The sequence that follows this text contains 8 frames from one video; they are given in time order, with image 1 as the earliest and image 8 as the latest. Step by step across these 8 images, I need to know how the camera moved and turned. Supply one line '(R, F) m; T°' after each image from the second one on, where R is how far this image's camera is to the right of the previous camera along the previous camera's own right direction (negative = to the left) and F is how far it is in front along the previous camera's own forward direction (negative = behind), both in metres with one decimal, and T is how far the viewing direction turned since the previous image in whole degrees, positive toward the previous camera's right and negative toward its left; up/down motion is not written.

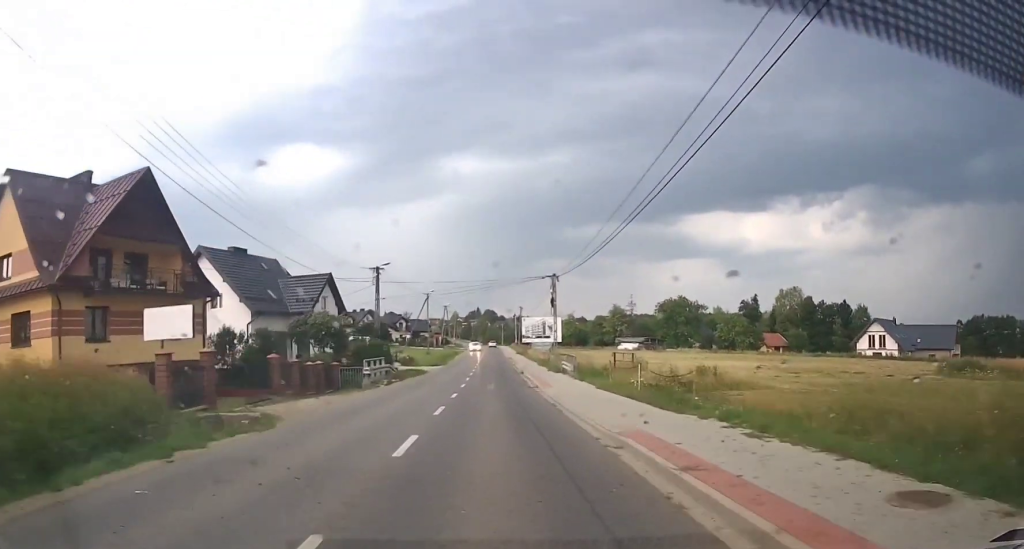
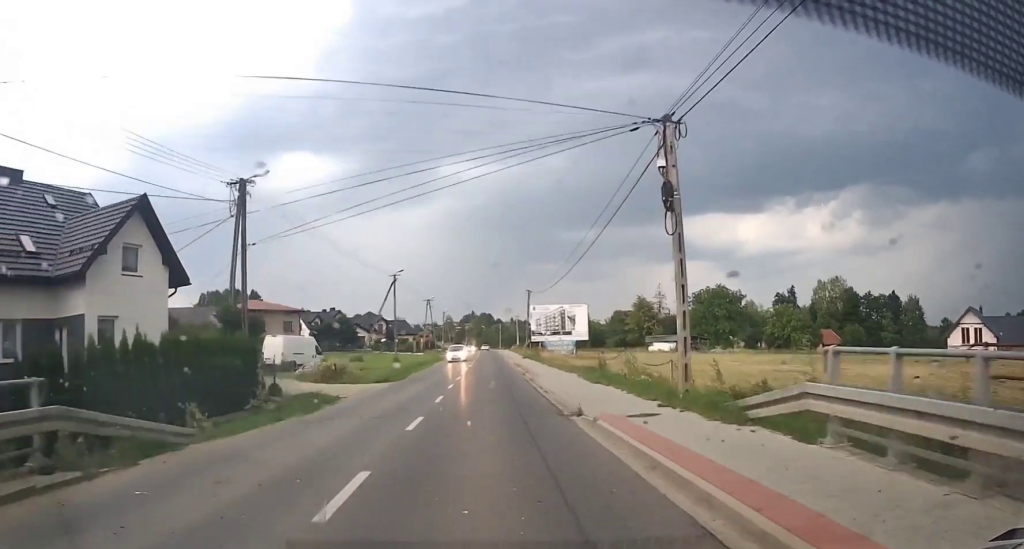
(-0.3, +23.9) m; -1°
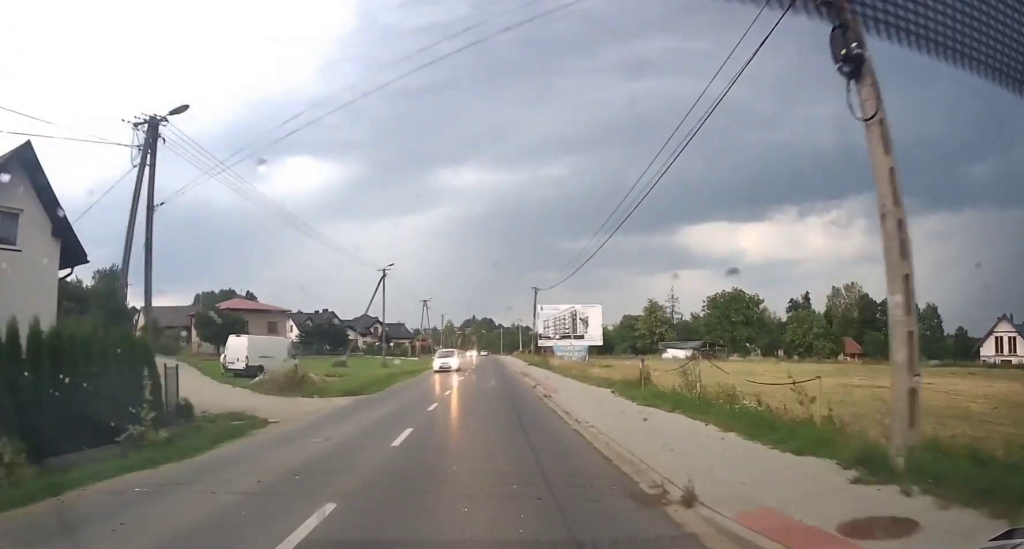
(-0.1, +6.0) m; 0°
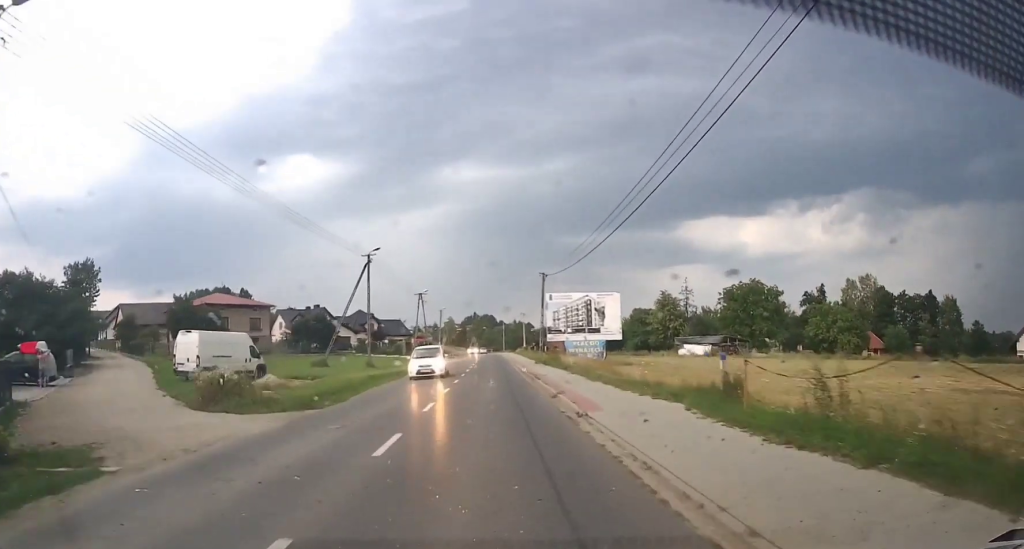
(+0.1, +6.4) m; 0°
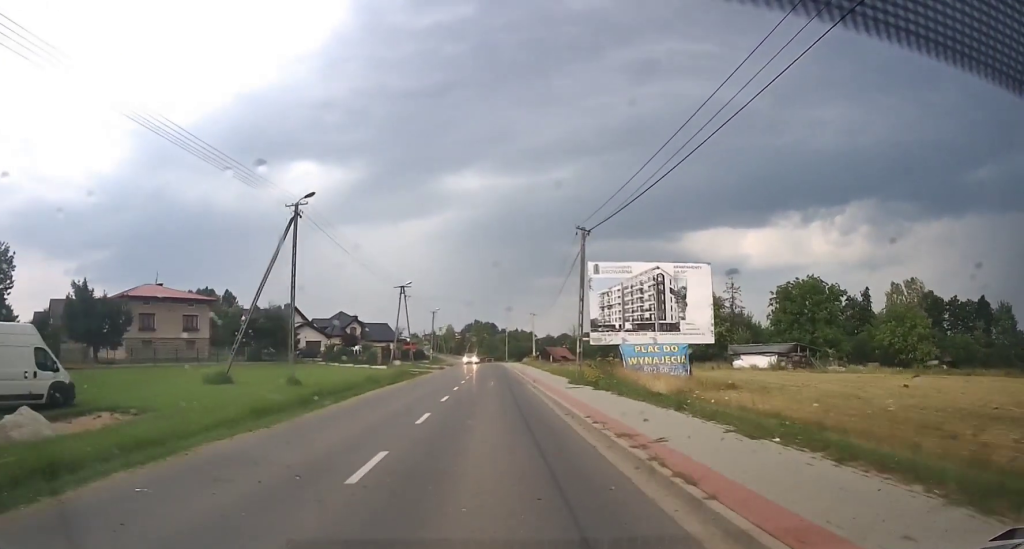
(+0.1, +17.7) m; 0°
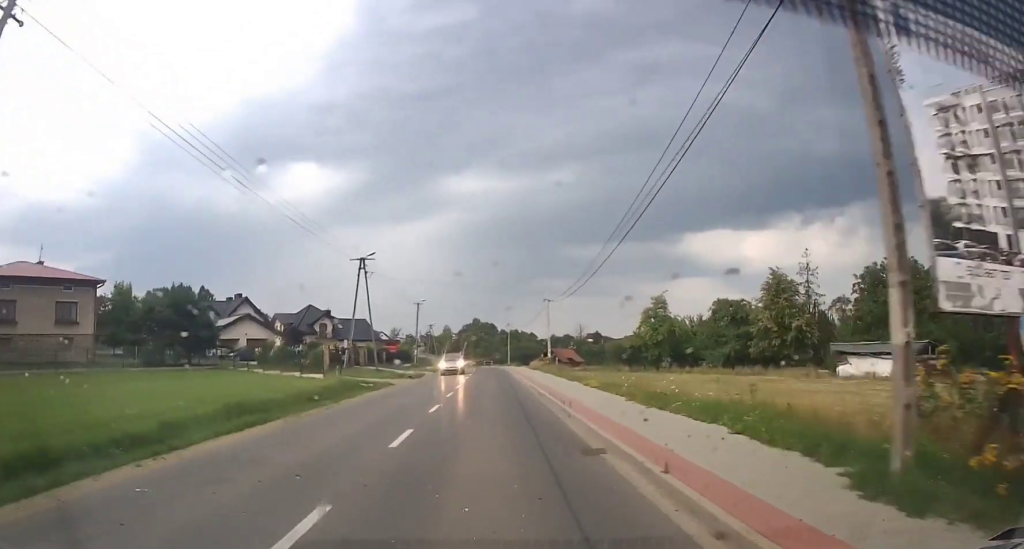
(-0.1, +20.2) m; 0°
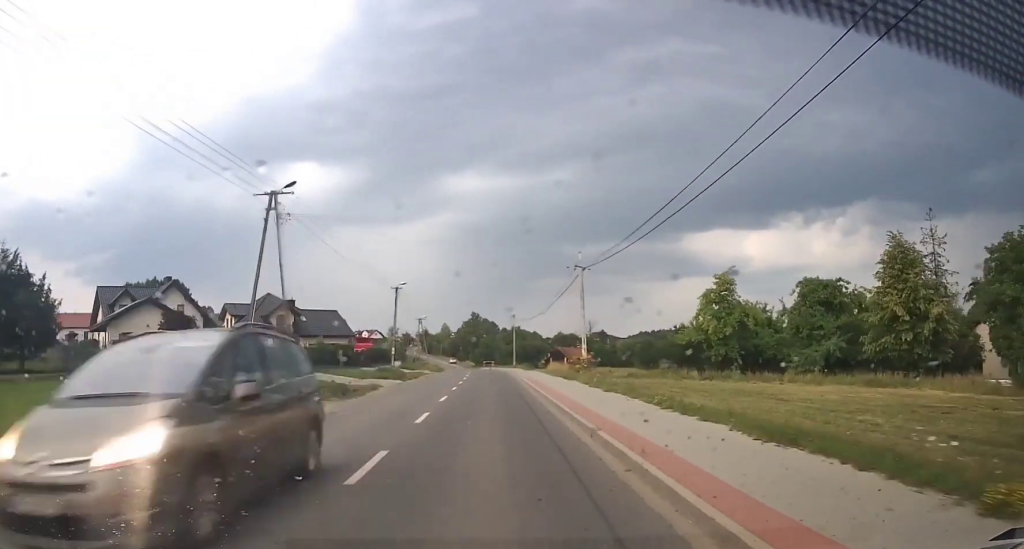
(+0.2, +20.0) m; -1°
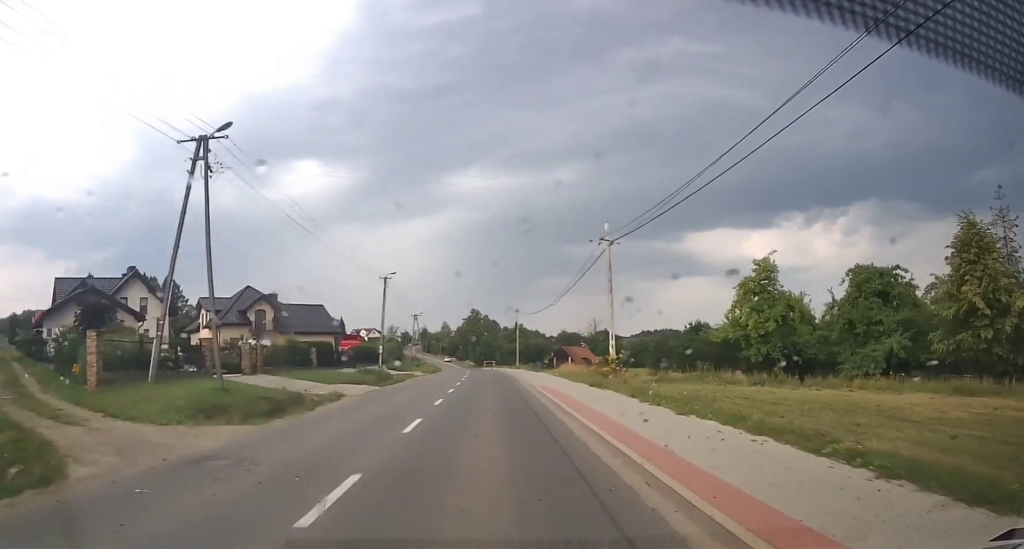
(-0.2, +8.1) m; 0°
